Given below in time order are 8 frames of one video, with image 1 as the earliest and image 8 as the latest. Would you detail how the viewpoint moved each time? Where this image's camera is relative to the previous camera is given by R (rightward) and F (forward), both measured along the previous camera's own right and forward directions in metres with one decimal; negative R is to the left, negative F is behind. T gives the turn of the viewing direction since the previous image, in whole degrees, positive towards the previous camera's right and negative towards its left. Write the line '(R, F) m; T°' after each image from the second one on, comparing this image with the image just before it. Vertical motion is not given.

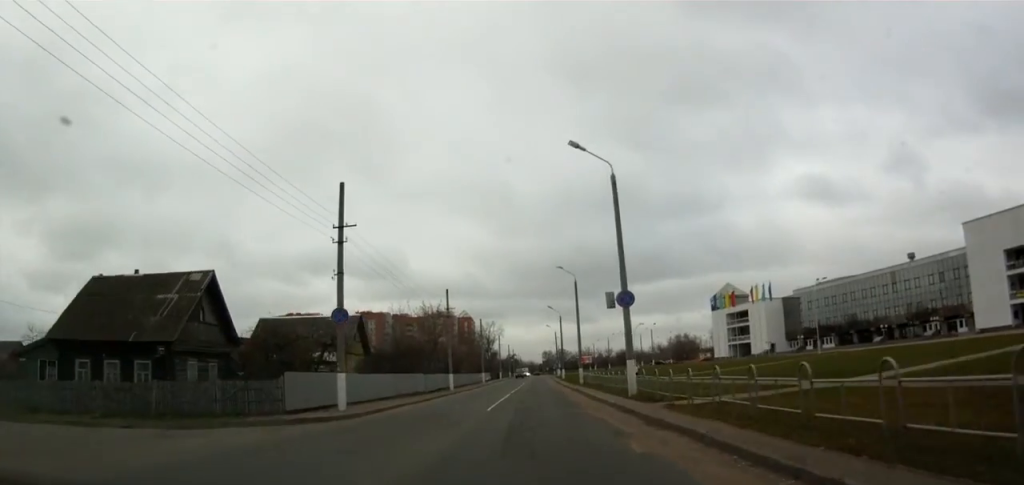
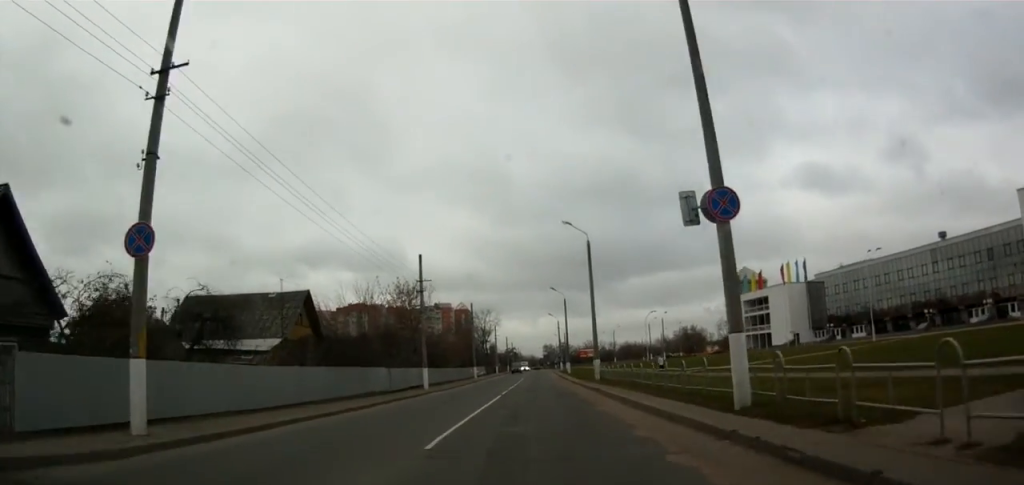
(-0.5, +13.2) m; +1°
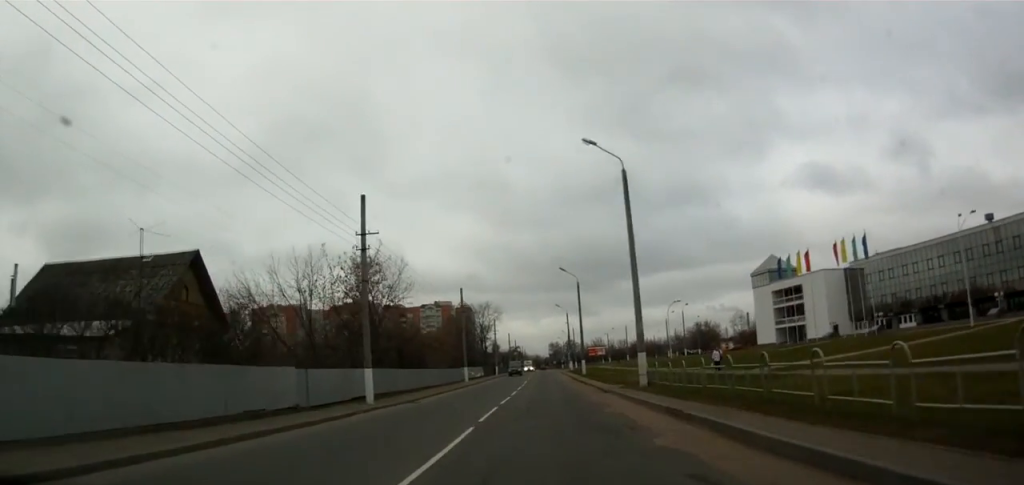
(+0.6, +15.8) m; +2°
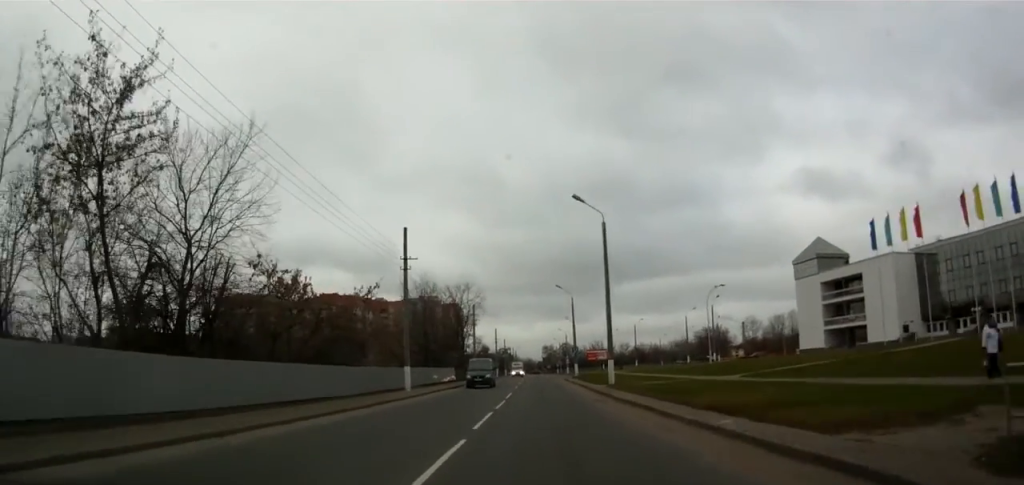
(-0.8, +25.4) m; -4°
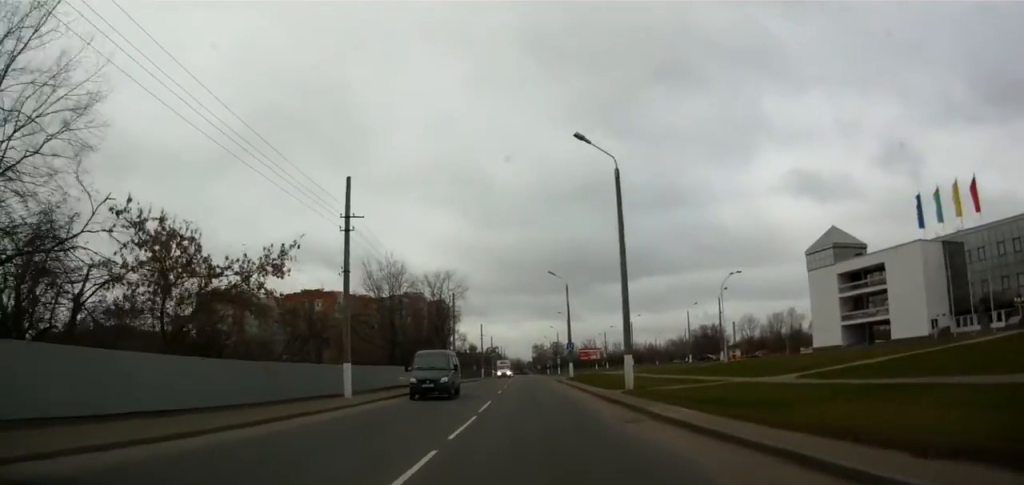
(-0.1, +10.0) m; +1°
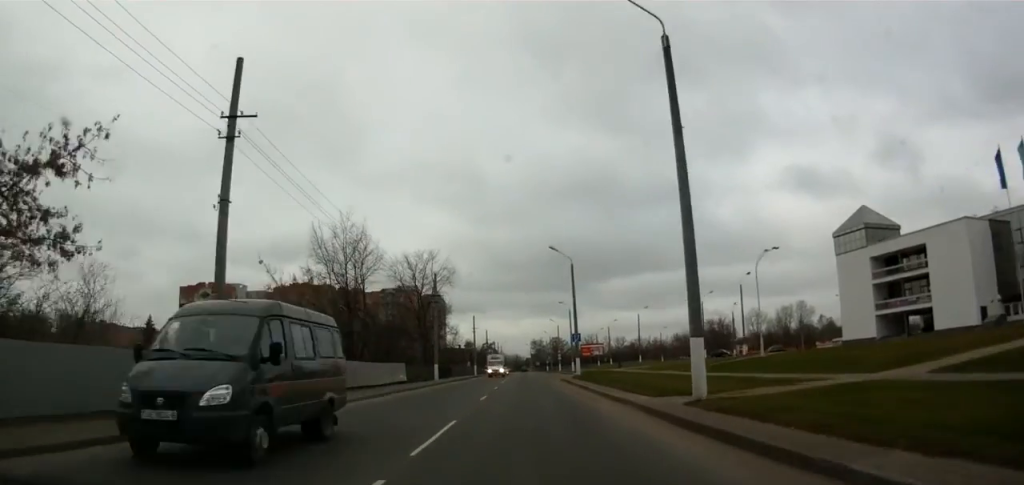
(0.0, +10.6) m; +1°
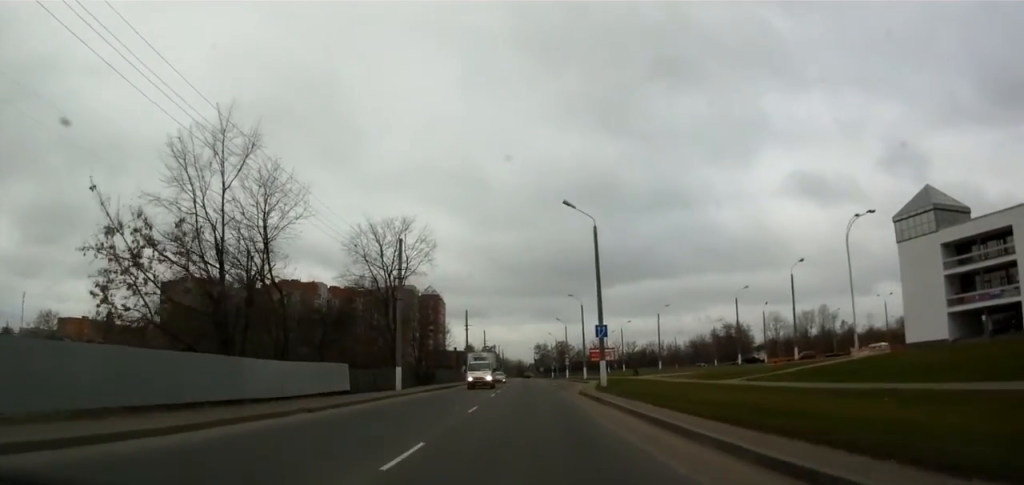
(+0.3, +16.1) m; 0°
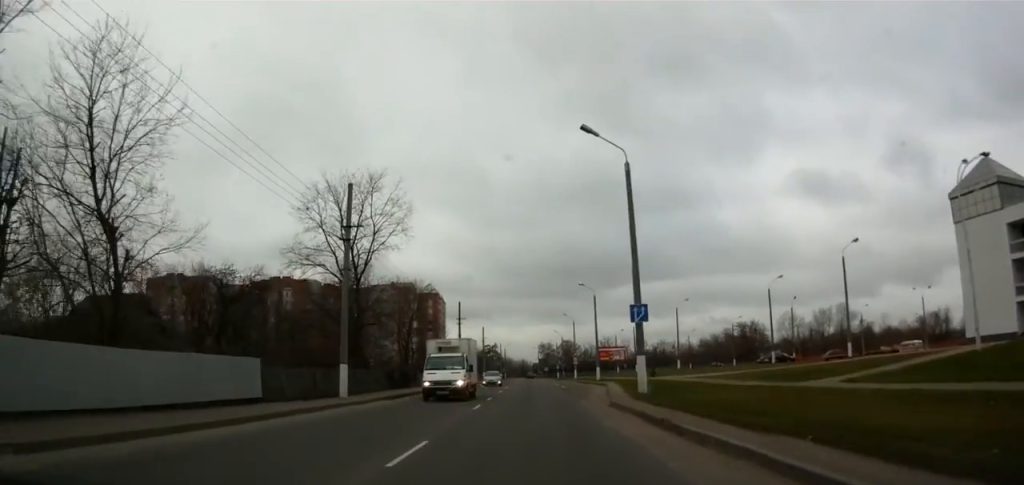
(-0.3, +11.4) m; 0°
